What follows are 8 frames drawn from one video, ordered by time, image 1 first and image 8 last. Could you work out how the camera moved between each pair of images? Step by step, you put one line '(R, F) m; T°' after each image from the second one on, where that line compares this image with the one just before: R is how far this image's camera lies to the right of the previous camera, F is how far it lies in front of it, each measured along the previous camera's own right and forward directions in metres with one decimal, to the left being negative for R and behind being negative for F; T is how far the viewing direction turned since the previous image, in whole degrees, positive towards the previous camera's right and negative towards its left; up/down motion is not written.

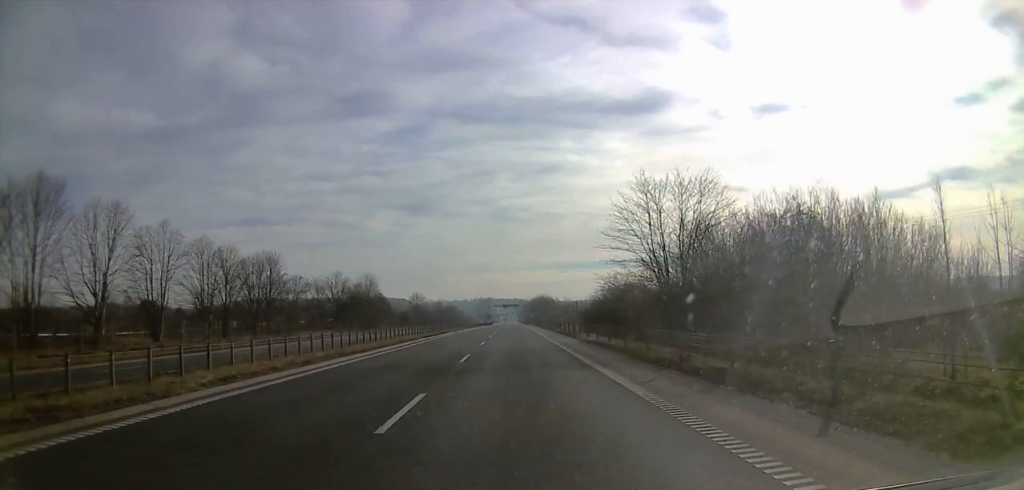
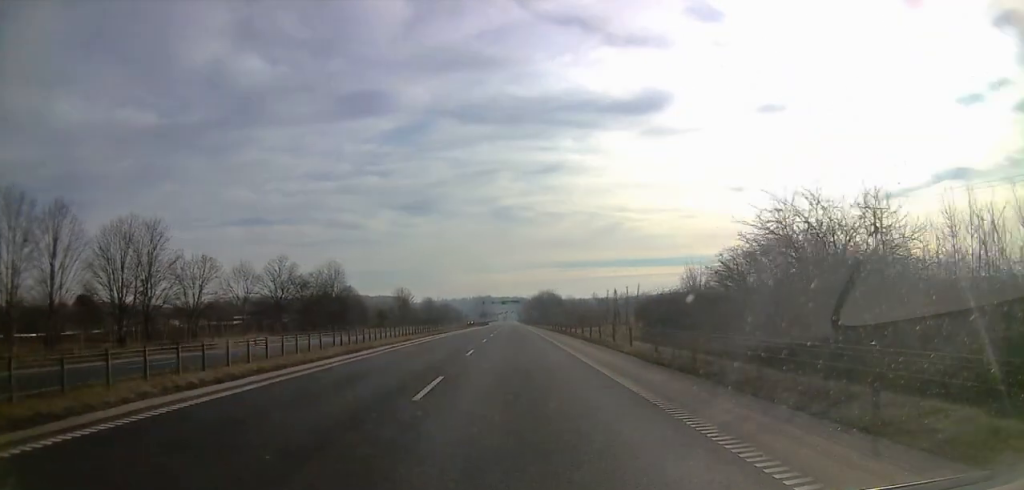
(+0.3, +36.5) m; -1°
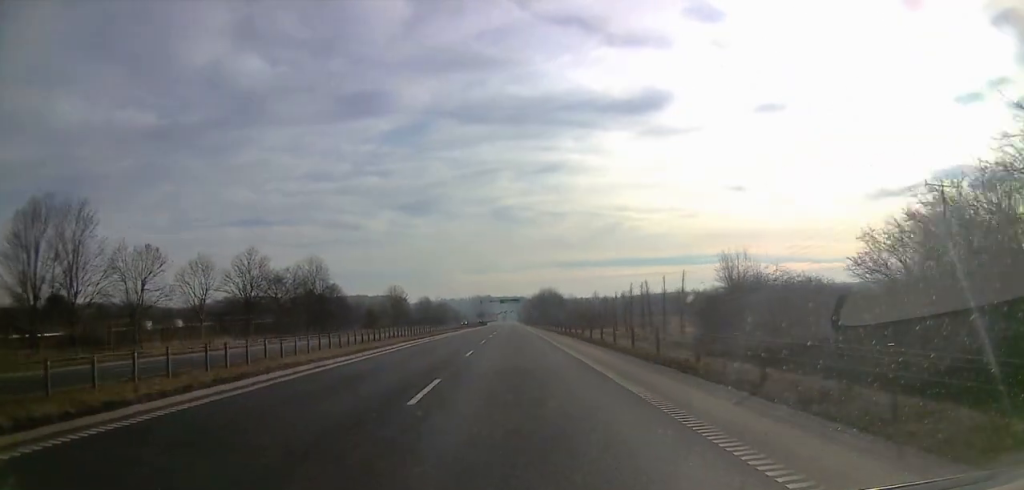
(-0.5, +14.4) m; 0°
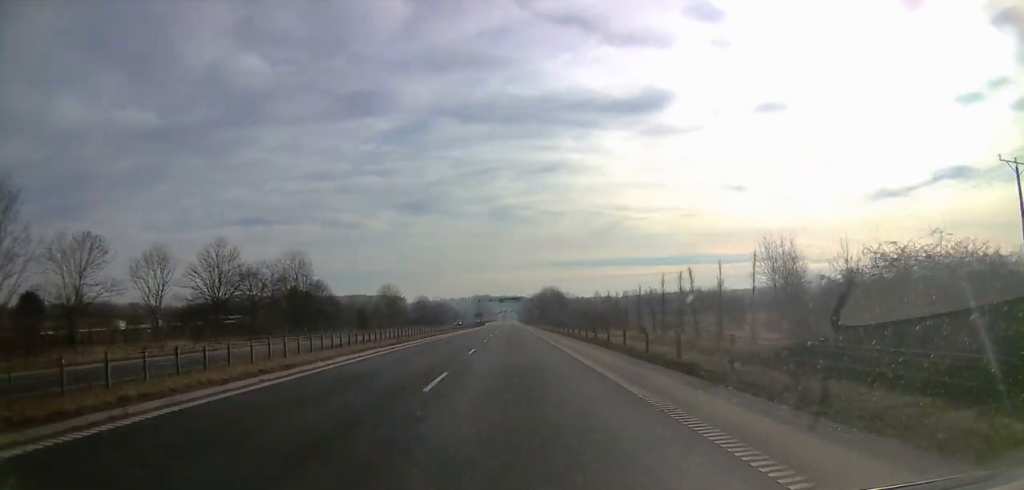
(+0.4, +10.9) m; +1°
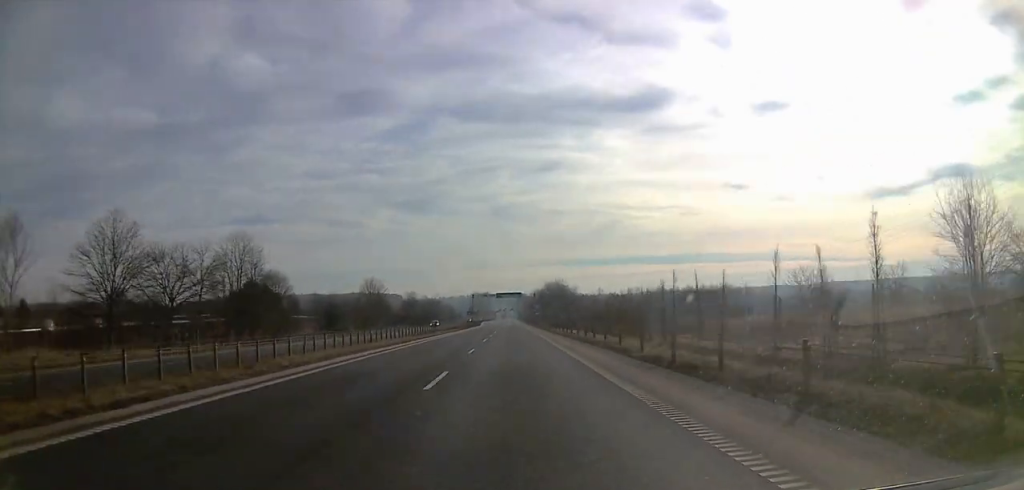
(+0.5, +24.3) m; -1°
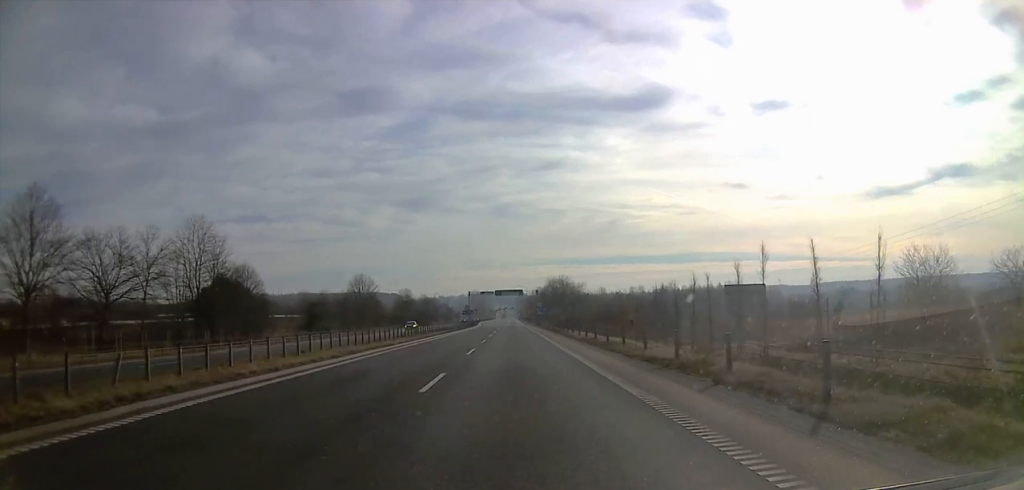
(-0.4, +13.4) m; -1°
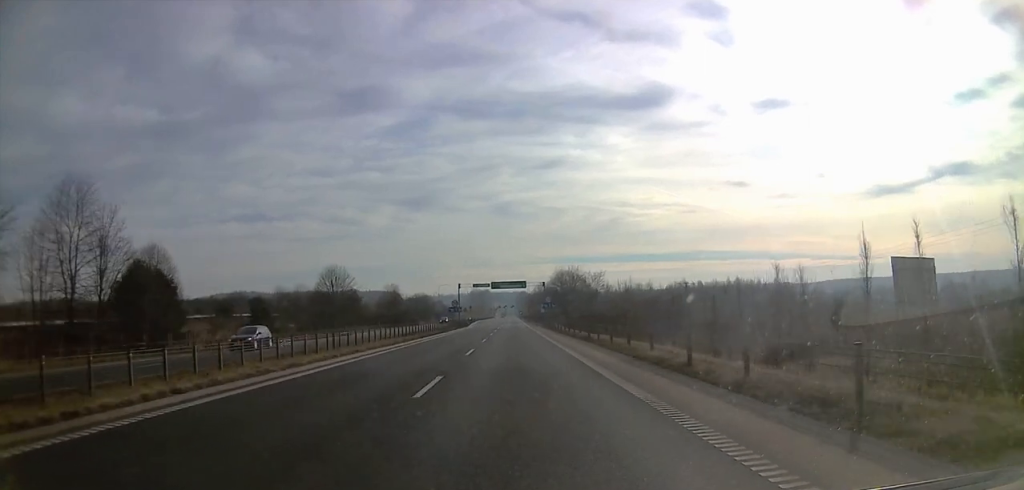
(-0.4, +25.3) m; 0°
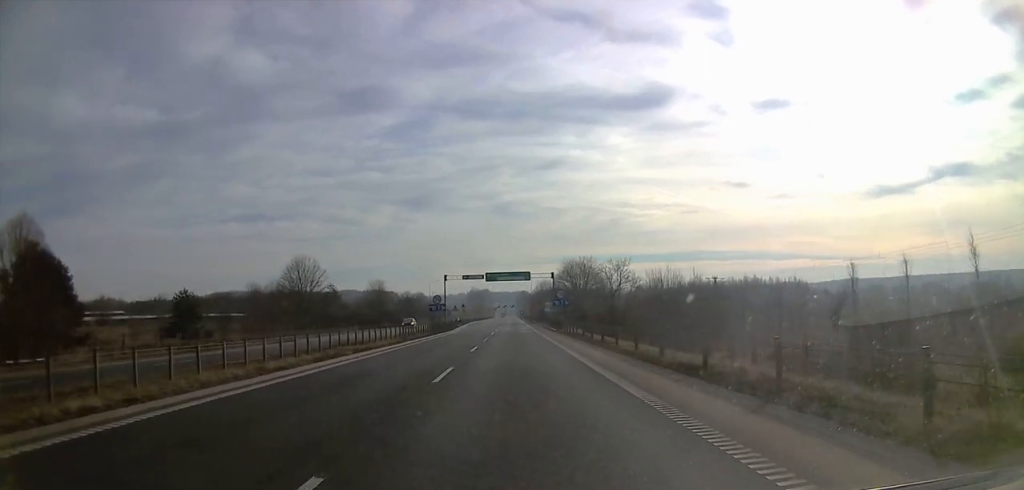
(+0.5, +21.0) m; +3°
